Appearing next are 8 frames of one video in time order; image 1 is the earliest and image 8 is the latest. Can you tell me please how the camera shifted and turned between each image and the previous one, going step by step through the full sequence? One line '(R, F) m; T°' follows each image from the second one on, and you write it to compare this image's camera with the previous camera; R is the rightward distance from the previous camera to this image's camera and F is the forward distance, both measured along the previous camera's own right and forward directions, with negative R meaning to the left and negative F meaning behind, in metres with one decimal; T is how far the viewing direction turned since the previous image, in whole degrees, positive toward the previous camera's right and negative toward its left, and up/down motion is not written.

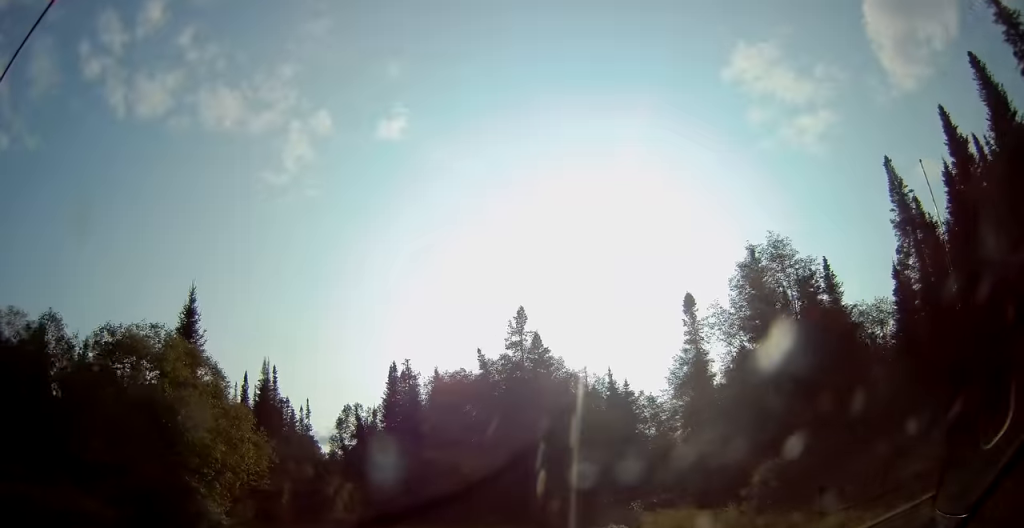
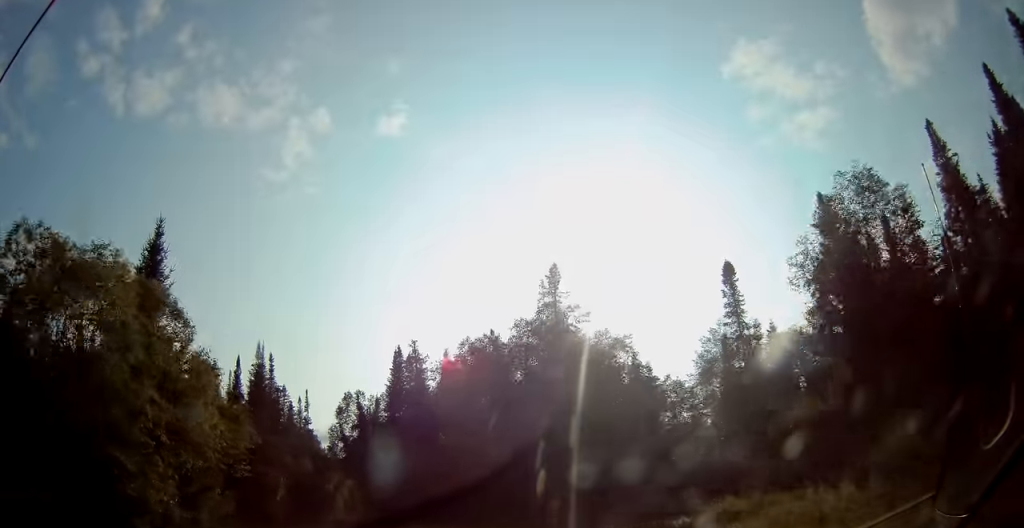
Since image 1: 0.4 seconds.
(+0.1, +4.8) m; -1°
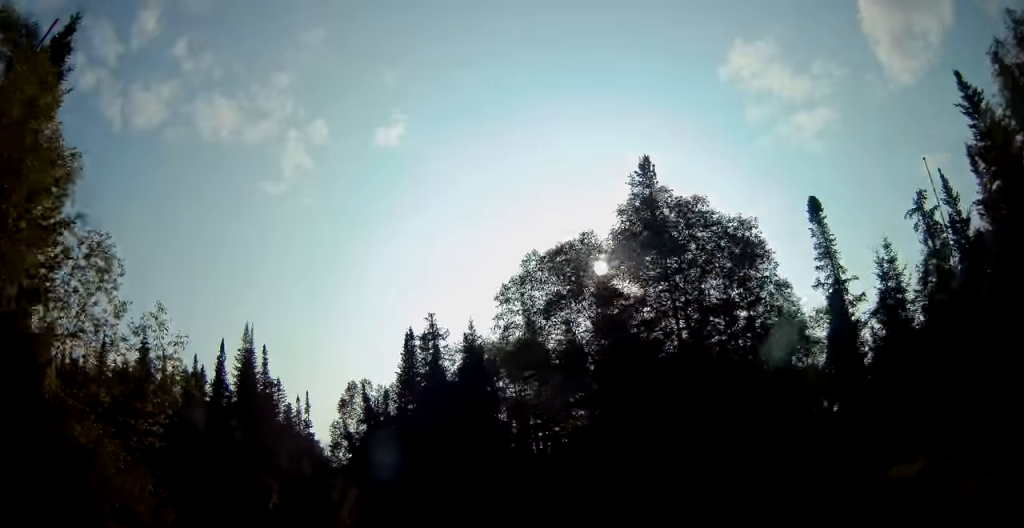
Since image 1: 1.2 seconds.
(-0.1, +8.7) m; 0°
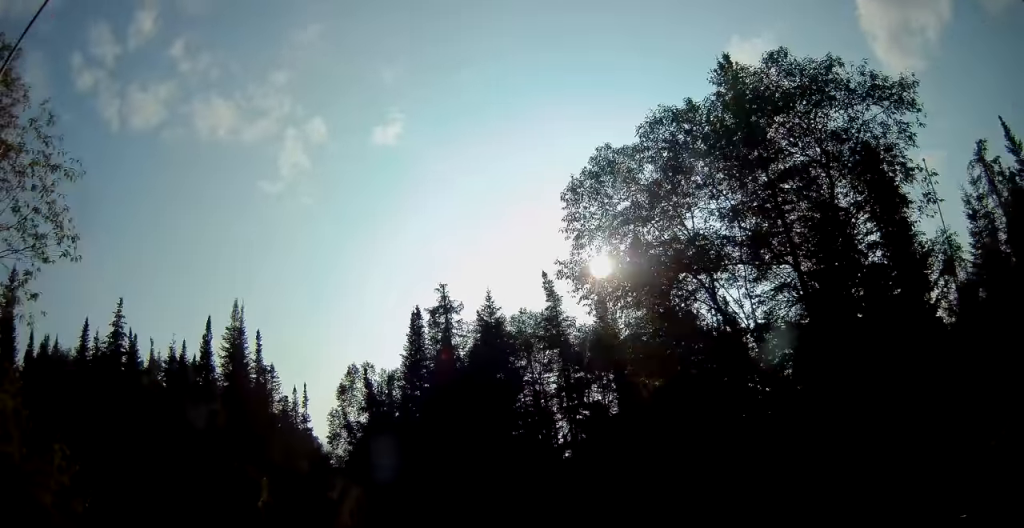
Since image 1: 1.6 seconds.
(-0.2, +5.0) m; 0°
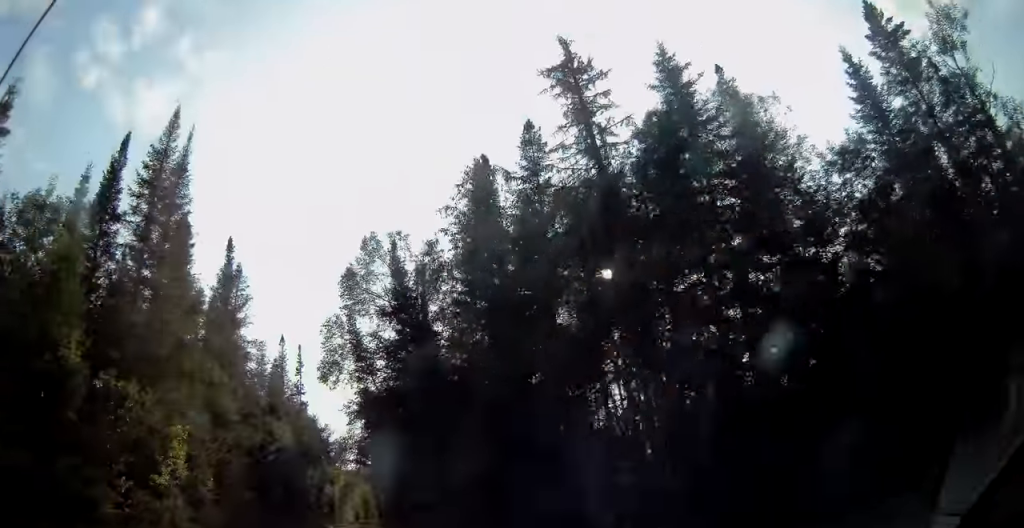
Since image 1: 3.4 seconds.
(+0.5, +21.3) m; 0°
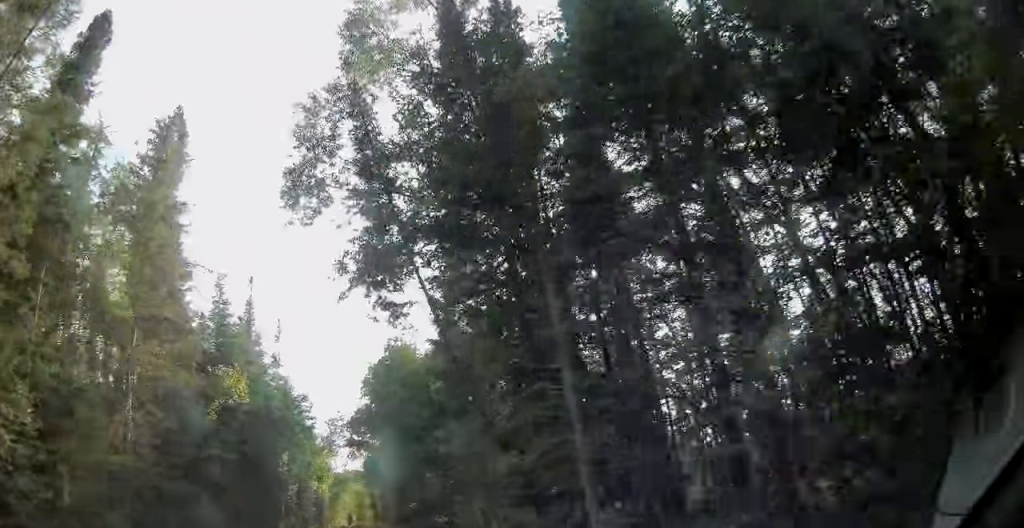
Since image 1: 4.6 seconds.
(-0.2, +14.5) m; +1°
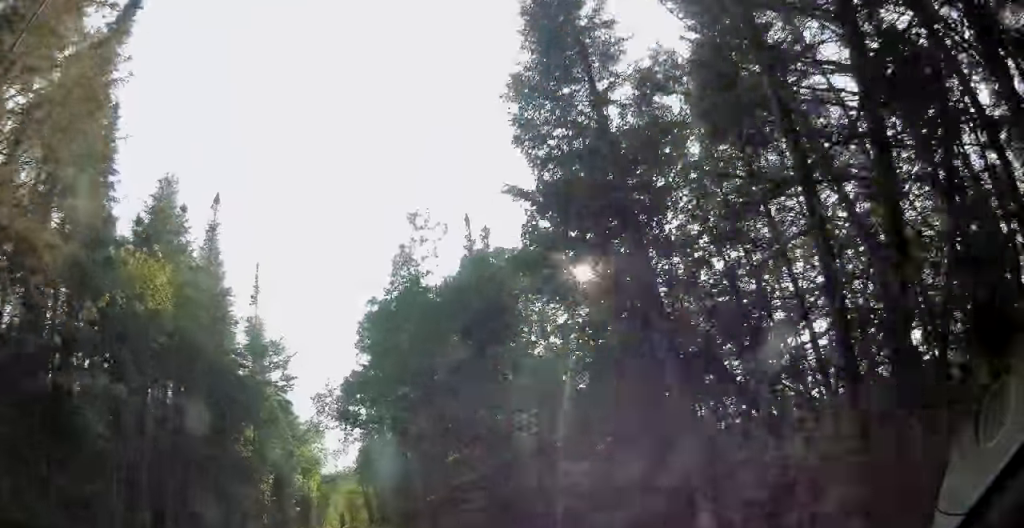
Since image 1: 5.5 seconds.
(+0.3, +11.0) m; +1°
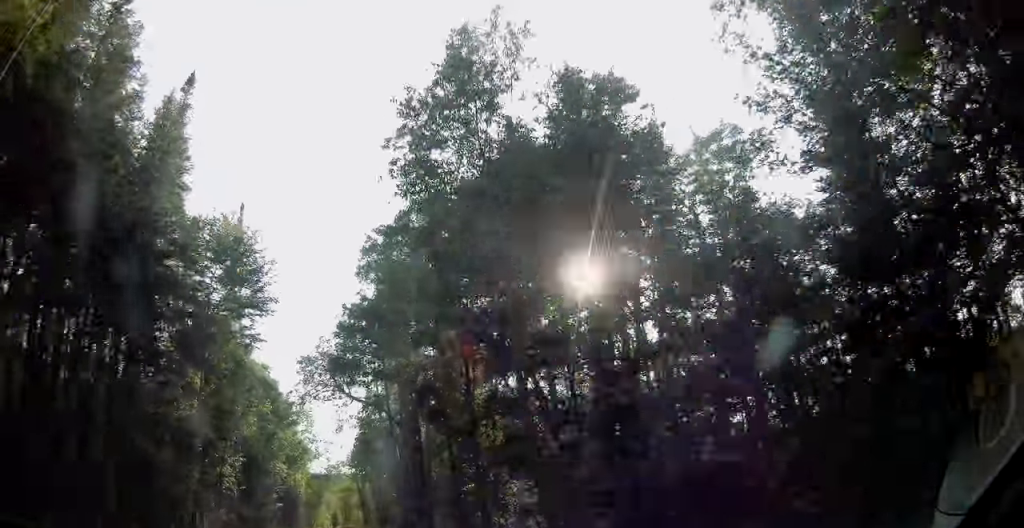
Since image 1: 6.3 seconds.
(0.0, +9.3) m; 0°
